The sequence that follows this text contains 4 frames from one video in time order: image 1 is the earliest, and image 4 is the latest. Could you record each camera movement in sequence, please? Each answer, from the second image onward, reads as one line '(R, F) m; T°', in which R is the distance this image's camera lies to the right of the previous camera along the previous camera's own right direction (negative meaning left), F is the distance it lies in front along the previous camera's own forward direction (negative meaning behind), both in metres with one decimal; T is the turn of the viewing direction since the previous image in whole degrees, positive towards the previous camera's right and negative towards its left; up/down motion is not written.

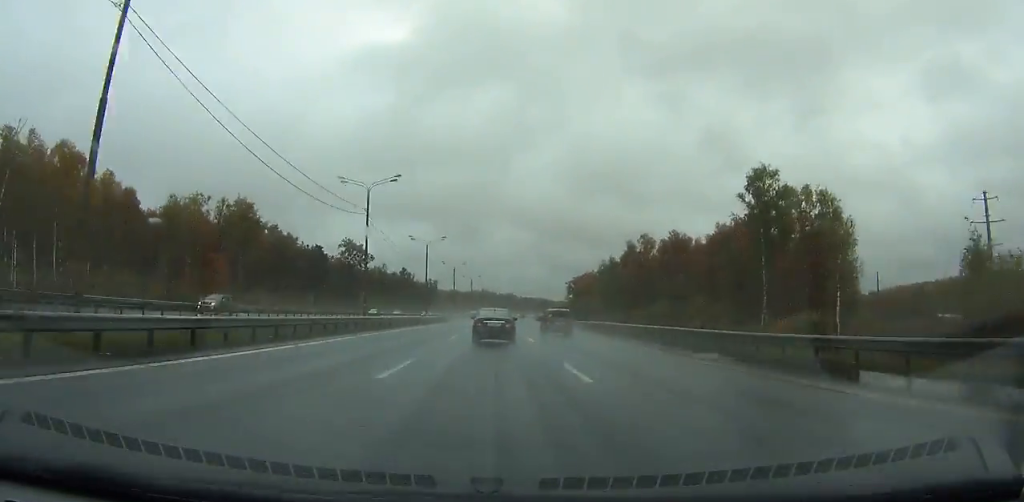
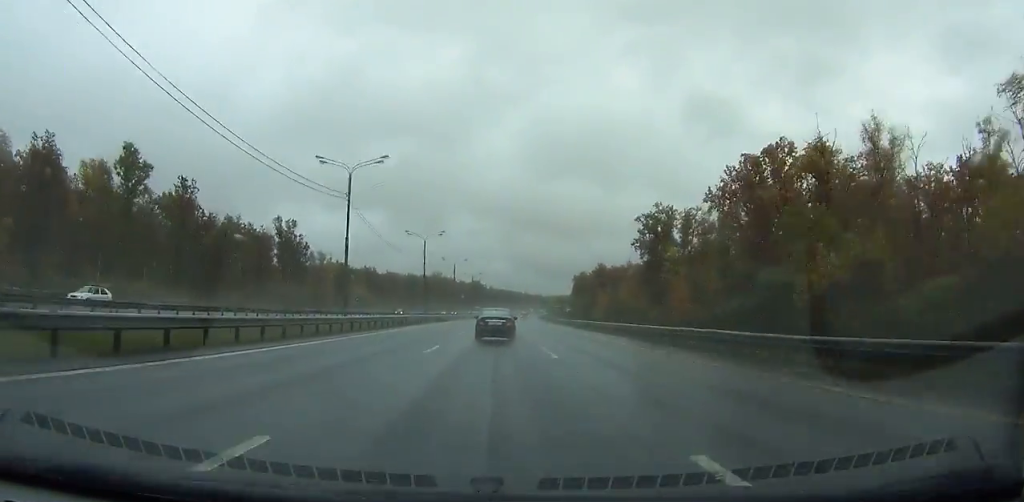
(+5.6, +178.1) m; +4°
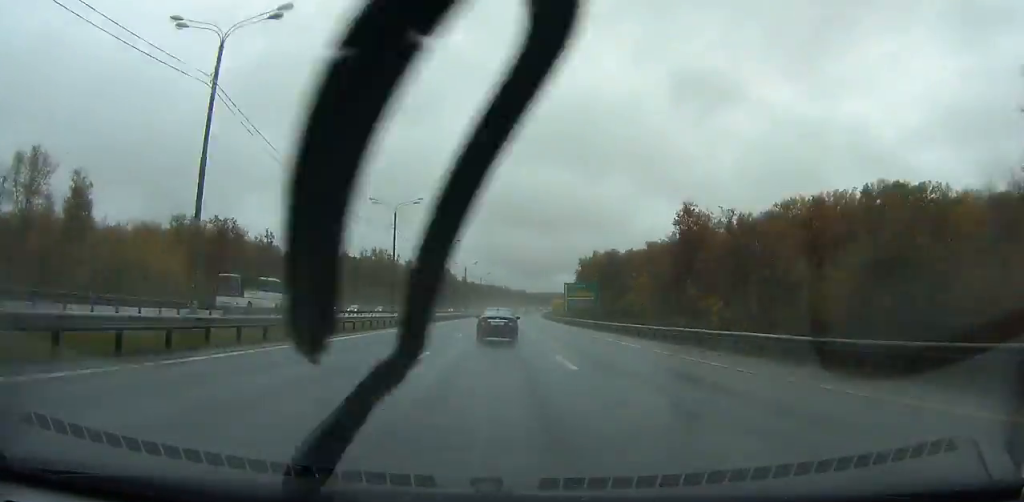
(+3.4, +112.1) m; +3°
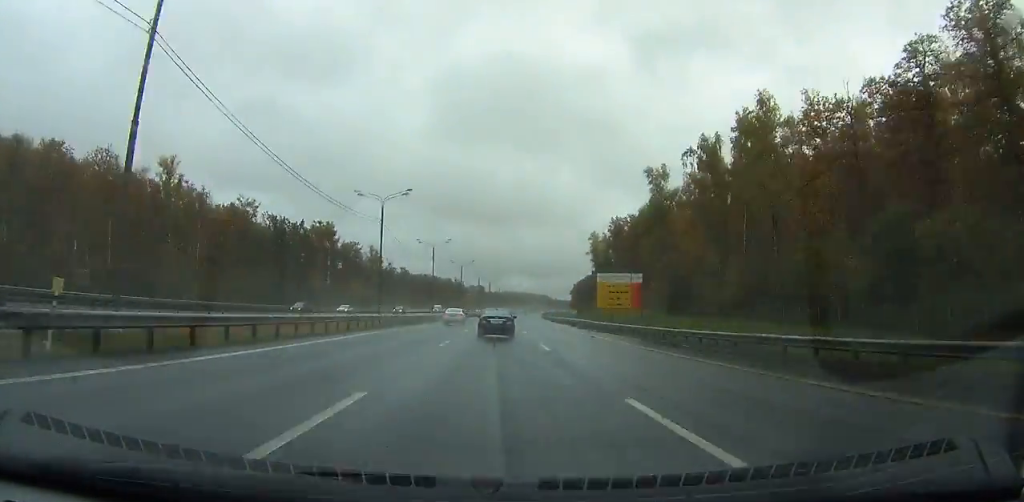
(+5.6, +195.1) m; +4°
